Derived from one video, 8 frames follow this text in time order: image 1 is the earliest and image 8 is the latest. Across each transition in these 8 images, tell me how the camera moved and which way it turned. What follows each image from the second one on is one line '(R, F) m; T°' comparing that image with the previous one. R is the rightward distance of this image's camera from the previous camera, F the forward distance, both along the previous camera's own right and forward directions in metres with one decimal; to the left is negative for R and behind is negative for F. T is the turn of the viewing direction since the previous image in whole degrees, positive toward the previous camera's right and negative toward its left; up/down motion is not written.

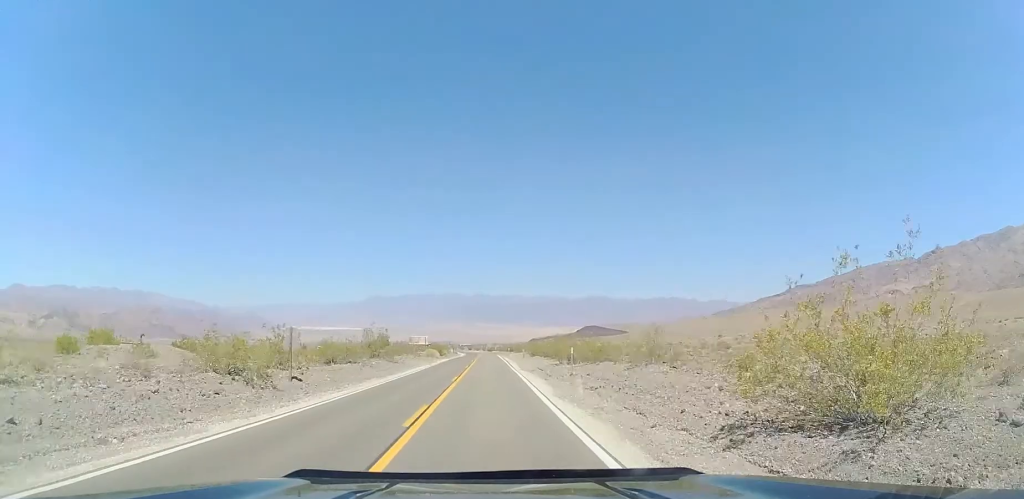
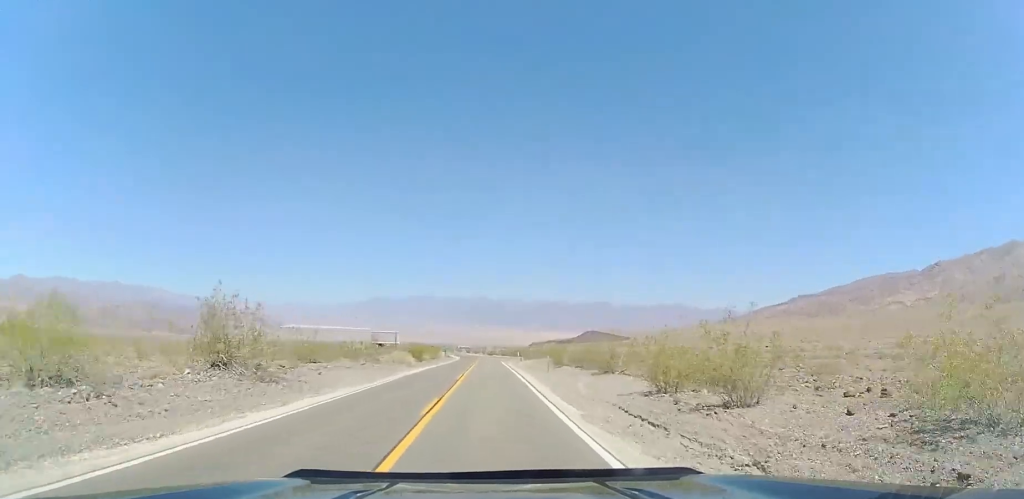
(-0.1, +28.6) m; -1°
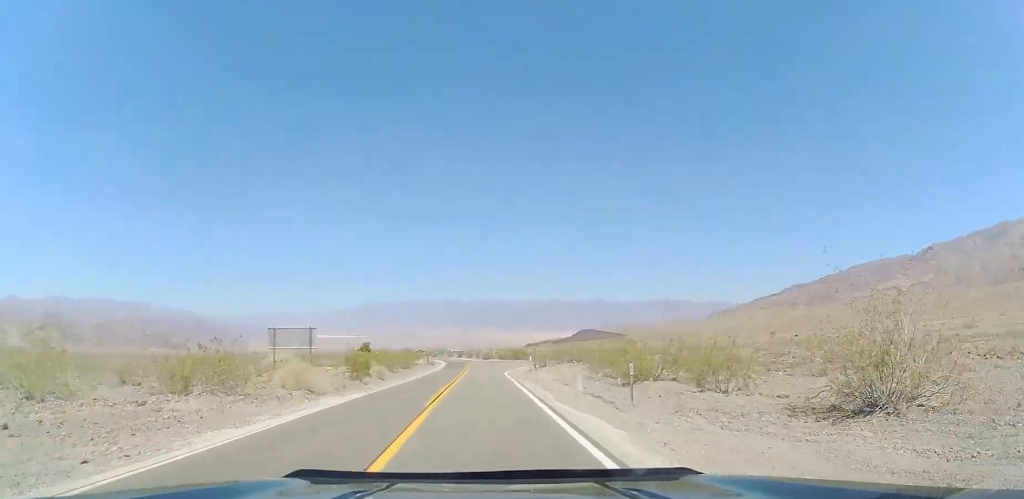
(-0.1, +26.2) m; +2°
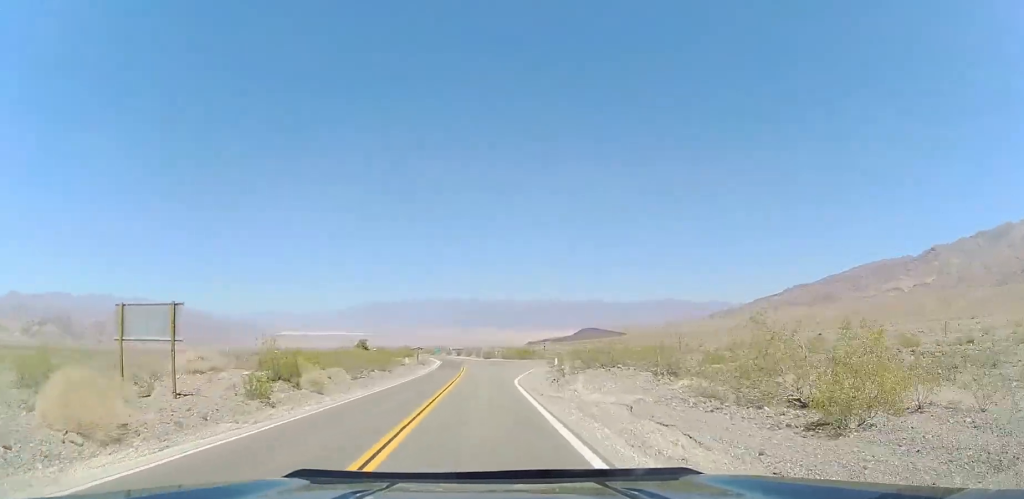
(+0.6, +14.7) m; +1°
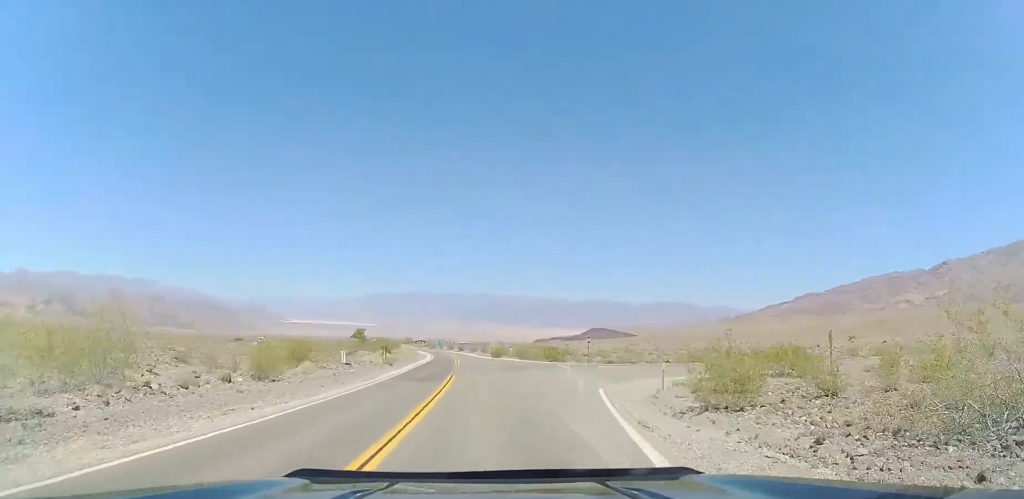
(-0.3, +29.6) m; -2°
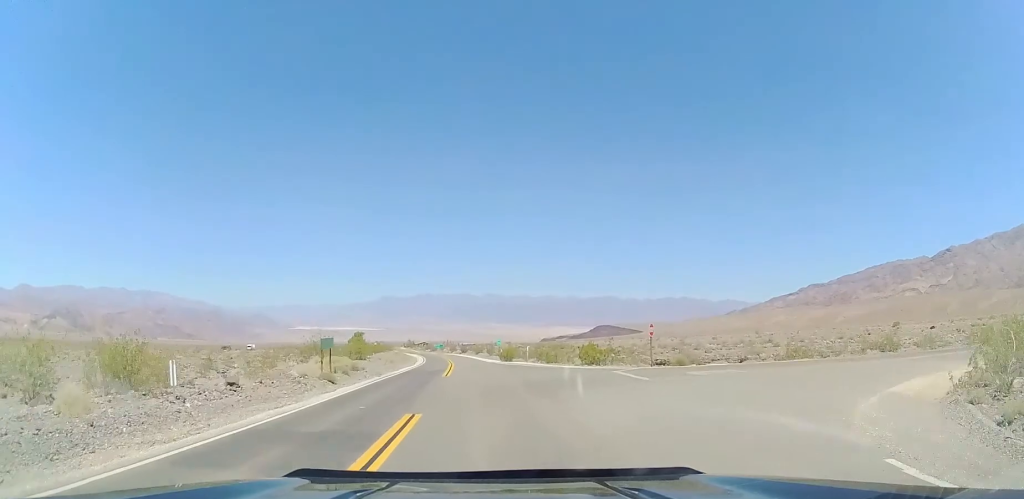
(-0.3, +17.8) m; -2°
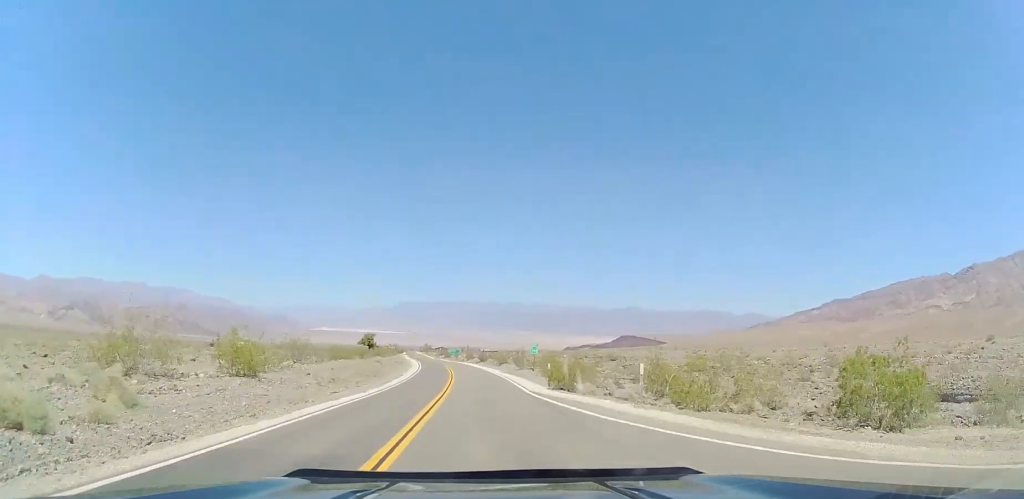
(-0.3, +27.6) m; 0°
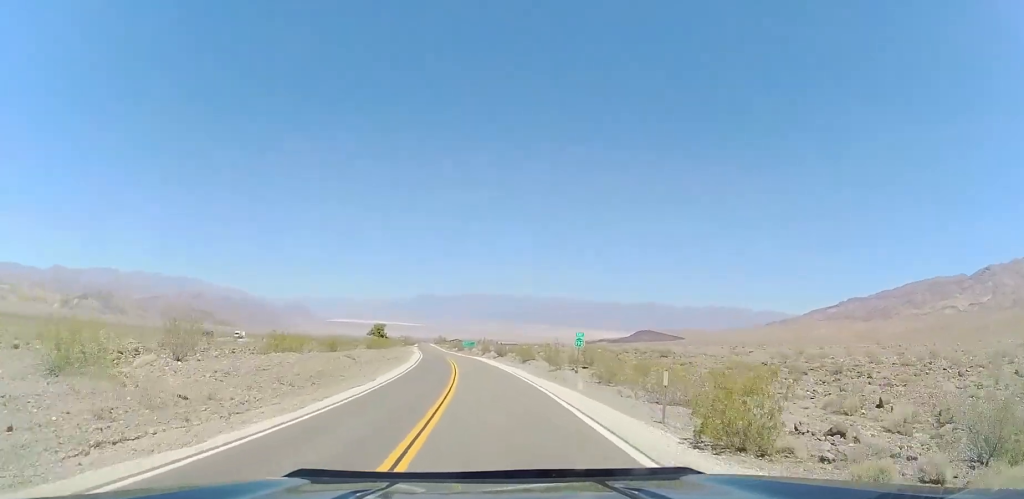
(+0.1, +16.8) m; -1°
